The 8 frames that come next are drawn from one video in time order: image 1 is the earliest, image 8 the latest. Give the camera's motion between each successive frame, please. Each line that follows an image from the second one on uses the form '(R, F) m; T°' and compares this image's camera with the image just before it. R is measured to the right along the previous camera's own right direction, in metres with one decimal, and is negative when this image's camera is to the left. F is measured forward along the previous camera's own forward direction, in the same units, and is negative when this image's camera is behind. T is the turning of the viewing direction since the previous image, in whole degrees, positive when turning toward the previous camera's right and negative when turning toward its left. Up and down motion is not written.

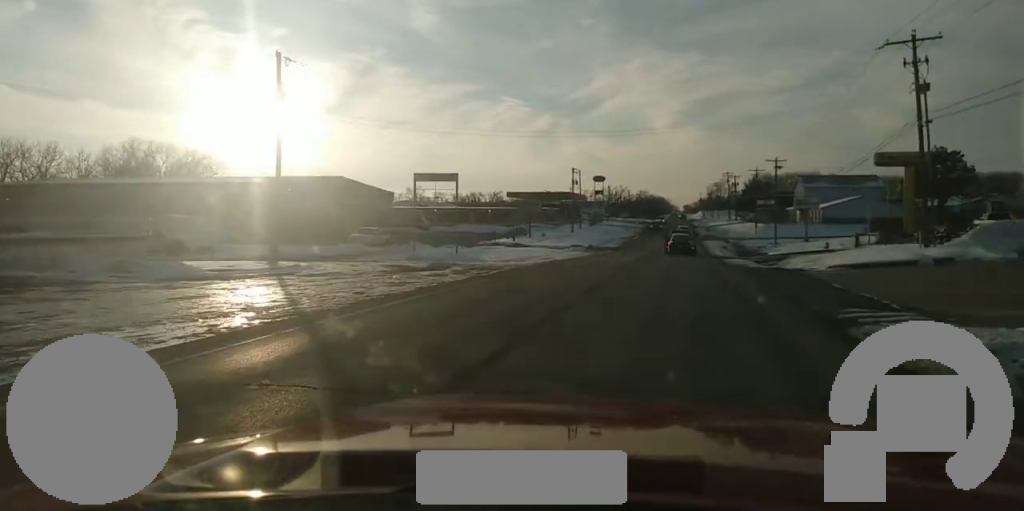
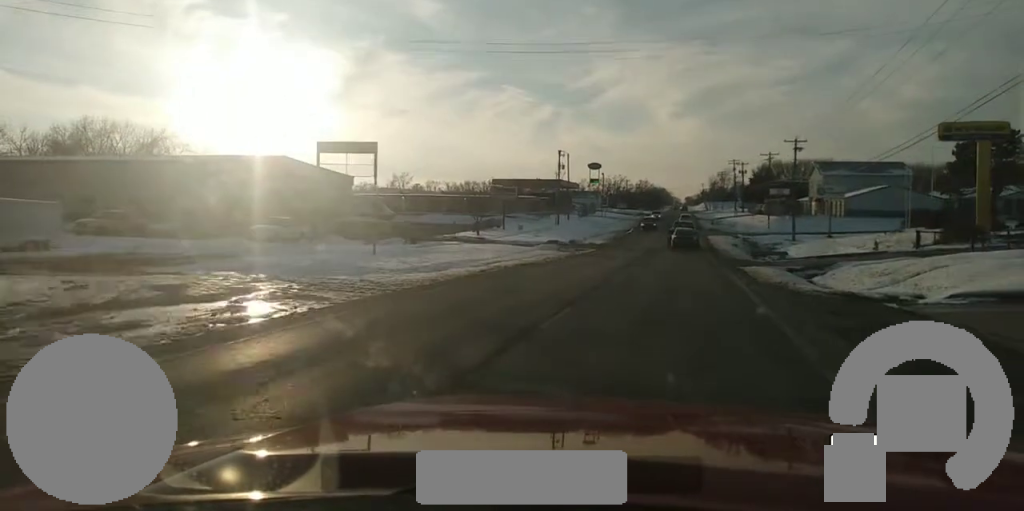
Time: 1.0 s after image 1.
(-0.1, +16.0) m; +1°
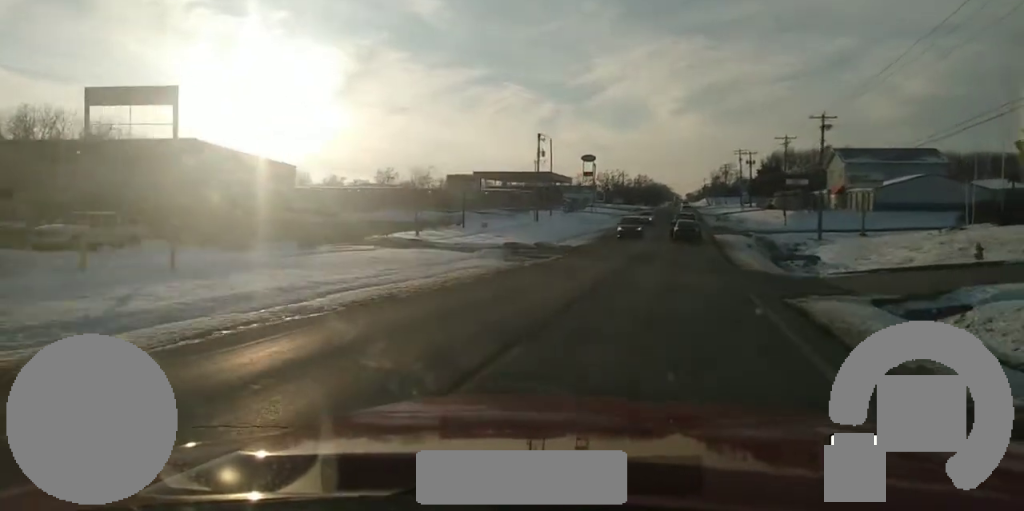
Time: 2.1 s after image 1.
(+0.3, +17.3) m; +1°
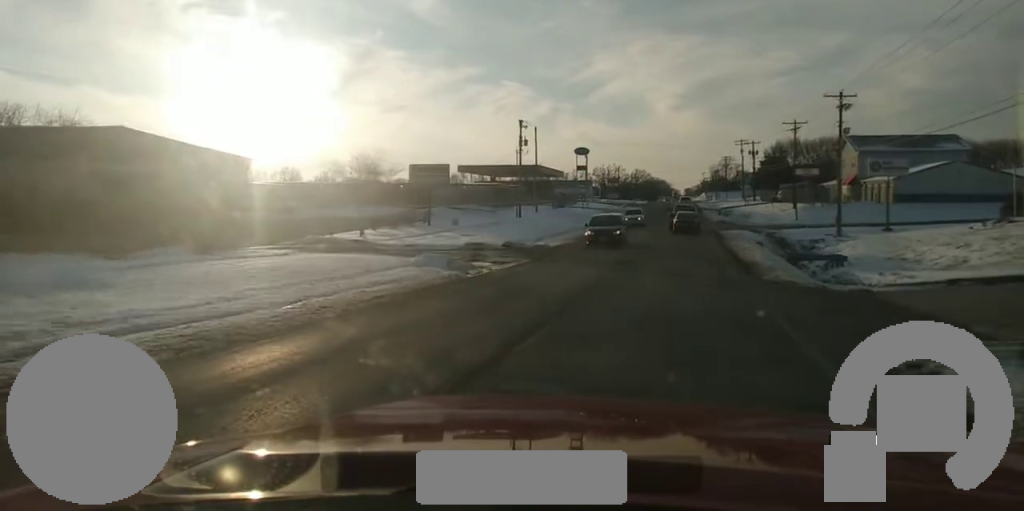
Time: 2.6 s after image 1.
(0.0, +9.3) m; 0°
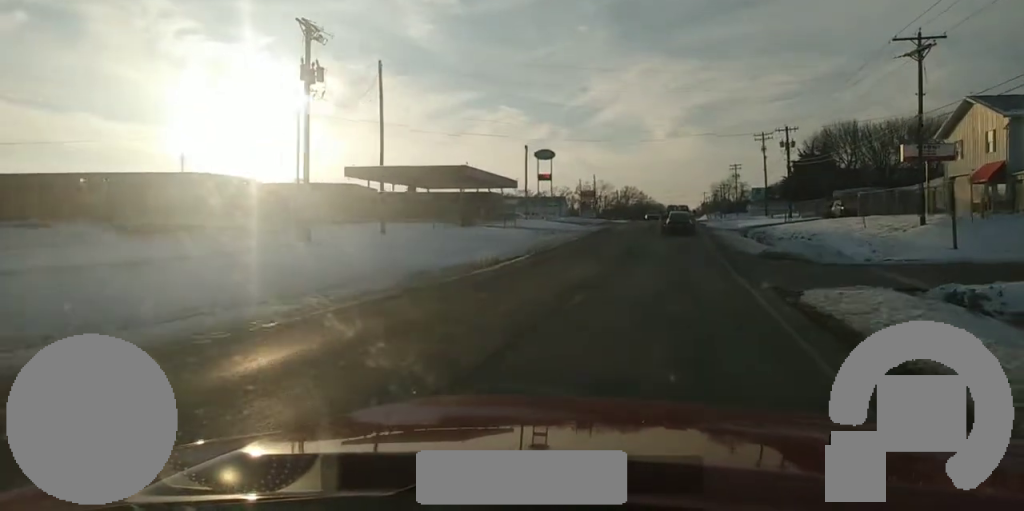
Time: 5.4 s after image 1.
(+0.5, +46.0) m; +1°
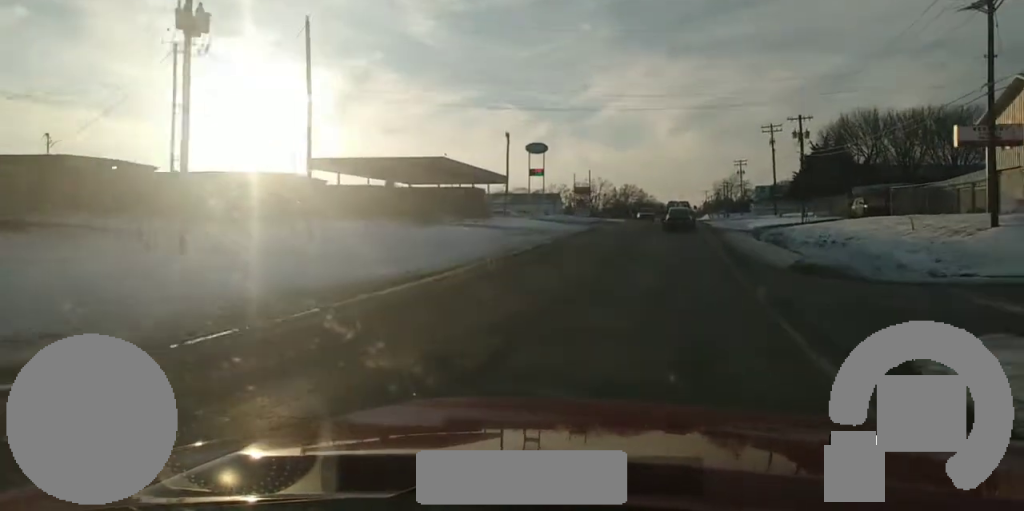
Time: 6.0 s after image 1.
(0.0, +8.4) m; -1°
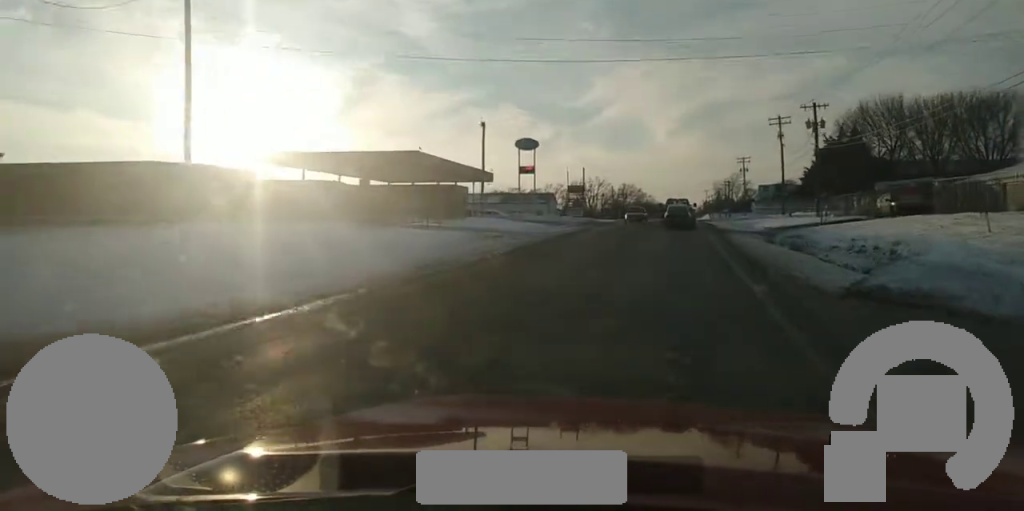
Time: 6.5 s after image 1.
(-0.2, +8.8) m; -1°
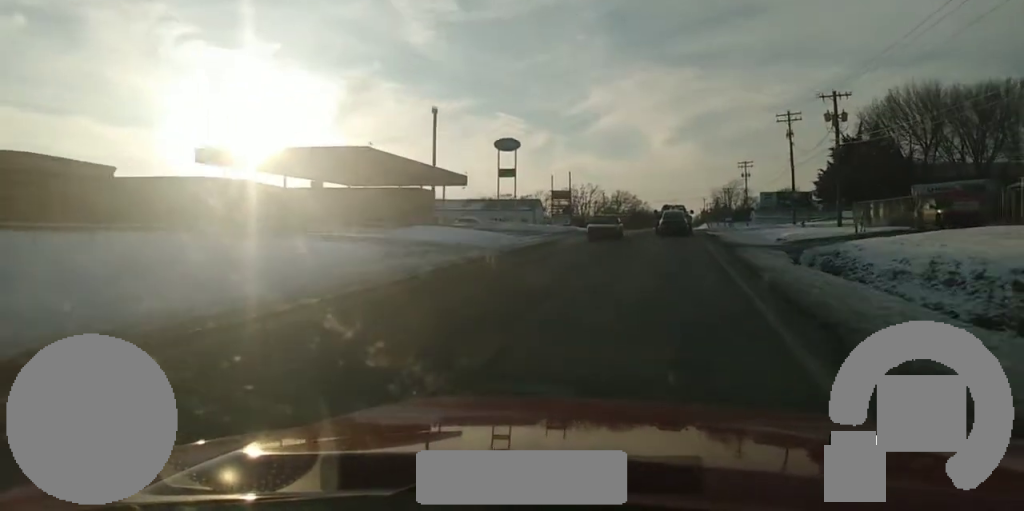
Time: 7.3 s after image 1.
(-0.1, +11.0) m; -1°
